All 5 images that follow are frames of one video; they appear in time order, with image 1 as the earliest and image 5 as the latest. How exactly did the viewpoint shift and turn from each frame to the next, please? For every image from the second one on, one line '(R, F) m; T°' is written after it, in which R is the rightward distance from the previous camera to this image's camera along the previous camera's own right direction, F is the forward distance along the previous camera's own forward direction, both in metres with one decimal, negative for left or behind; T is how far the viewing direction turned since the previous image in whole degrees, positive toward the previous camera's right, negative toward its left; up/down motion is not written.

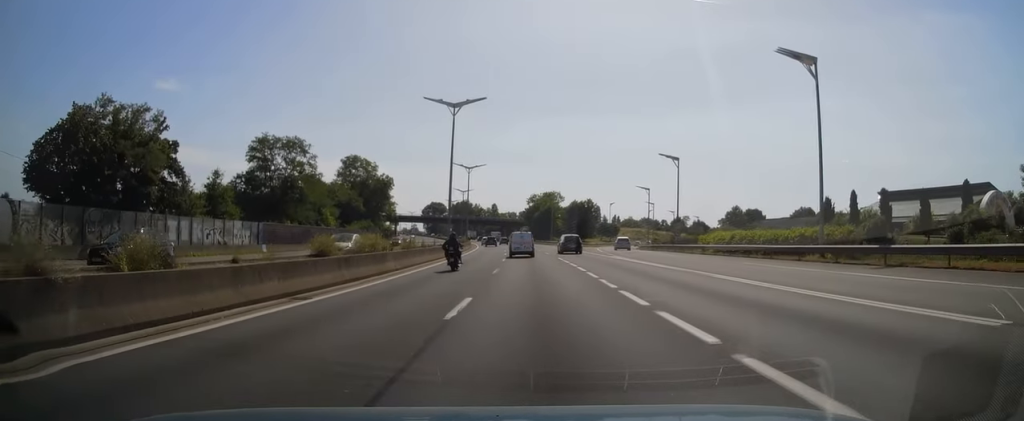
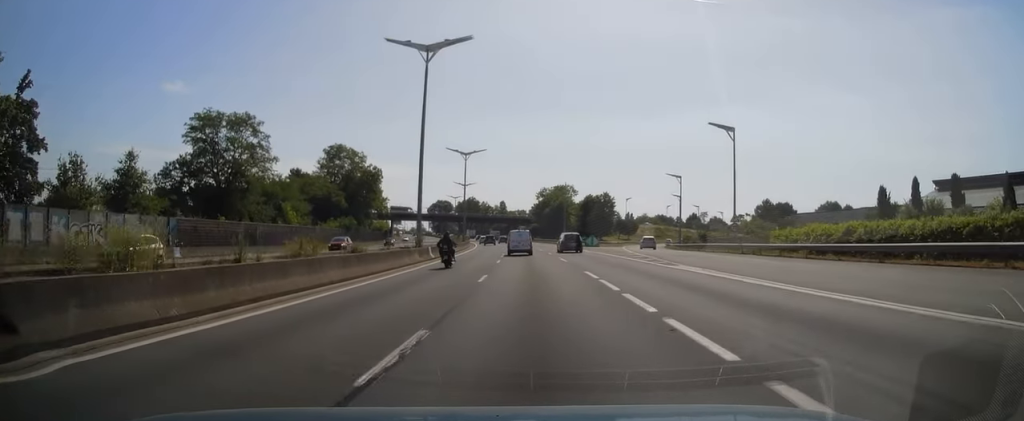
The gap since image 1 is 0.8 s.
(-0.2, +18.4) m; -1°
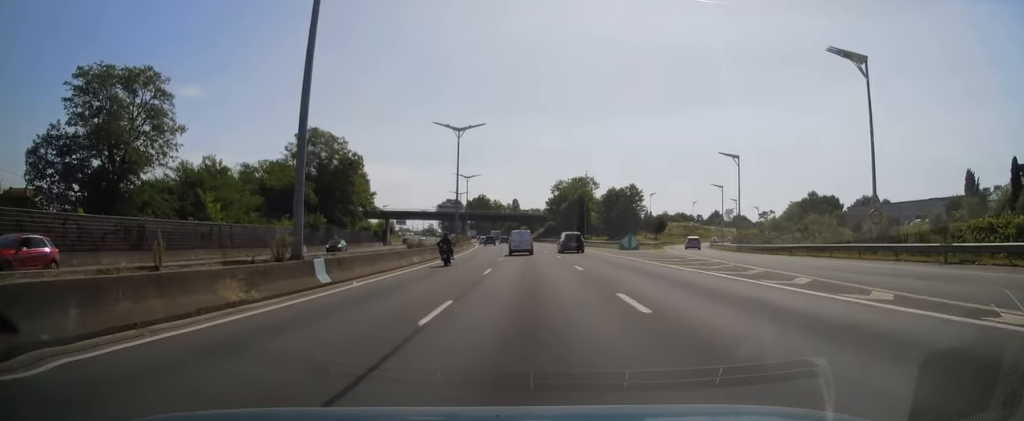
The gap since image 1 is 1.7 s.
(-0.2, +22.1) m; -2°
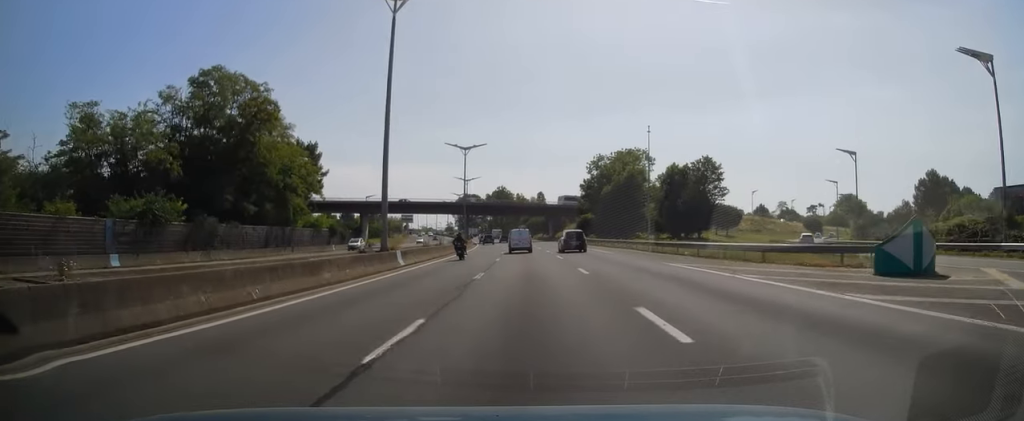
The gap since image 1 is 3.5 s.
(-0.6, +41.7) m; -2°
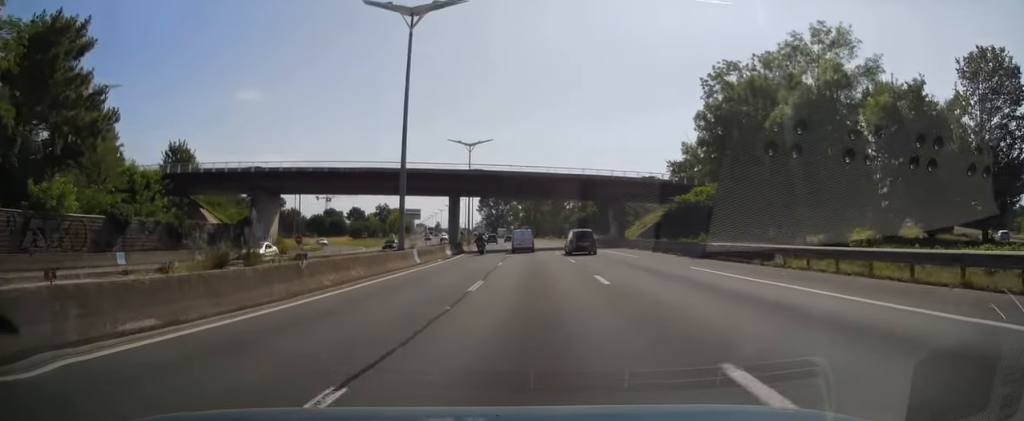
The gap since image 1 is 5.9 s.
(-1.9, +55.9) m; -3°
